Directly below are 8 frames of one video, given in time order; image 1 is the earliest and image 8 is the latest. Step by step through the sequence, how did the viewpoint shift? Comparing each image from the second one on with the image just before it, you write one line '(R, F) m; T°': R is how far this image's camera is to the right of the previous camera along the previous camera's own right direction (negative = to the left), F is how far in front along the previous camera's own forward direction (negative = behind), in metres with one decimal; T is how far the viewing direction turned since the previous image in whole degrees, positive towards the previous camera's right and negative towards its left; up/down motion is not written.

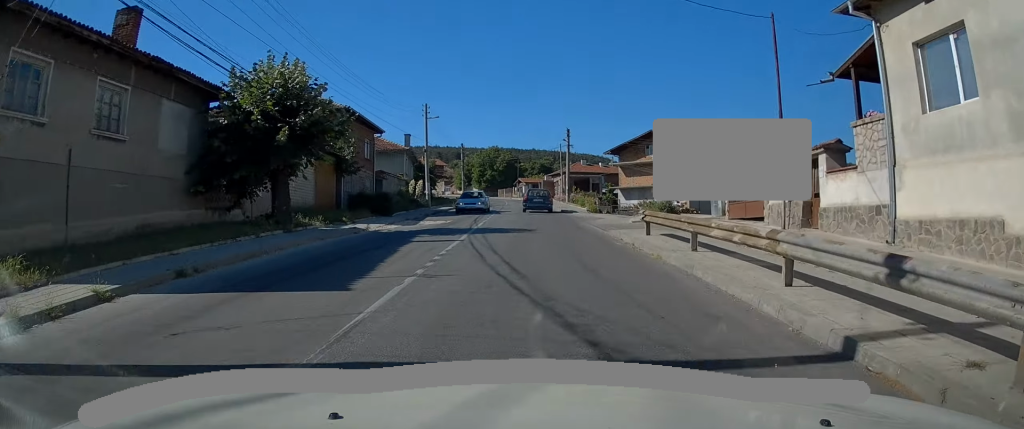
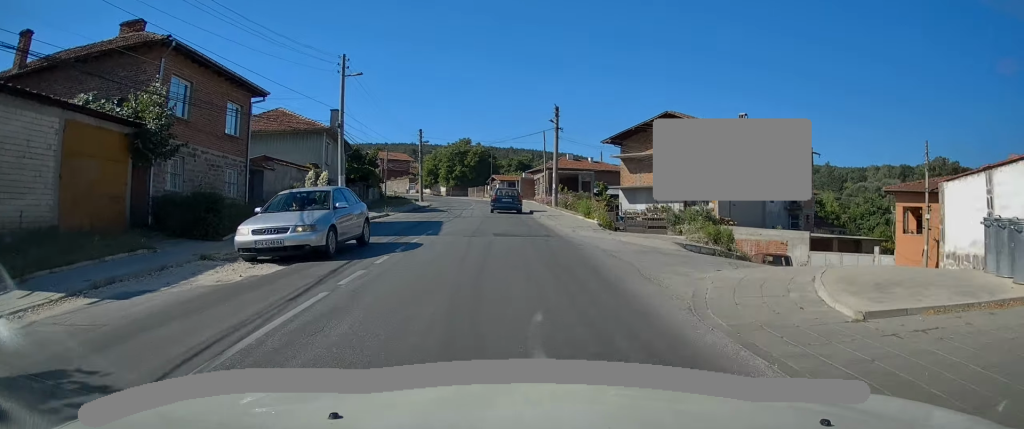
(+0.2, +17.0) m; 0°
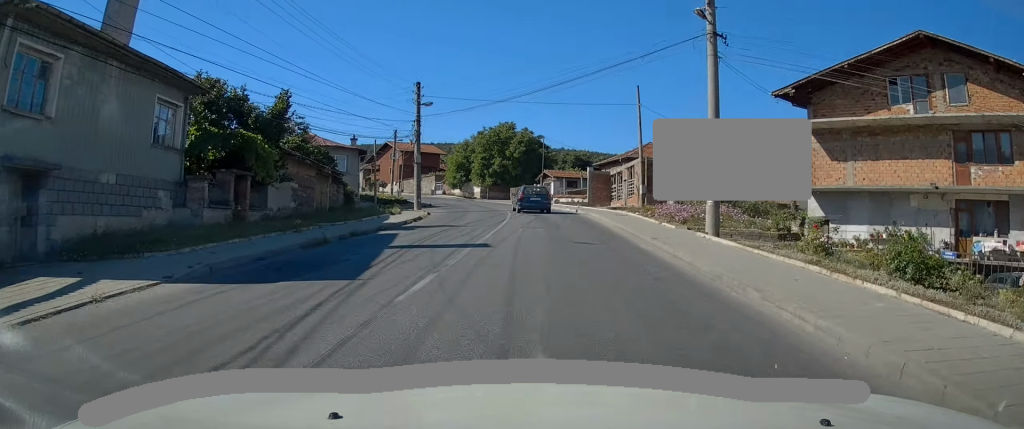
(-0.3, +28.8) m; -1°
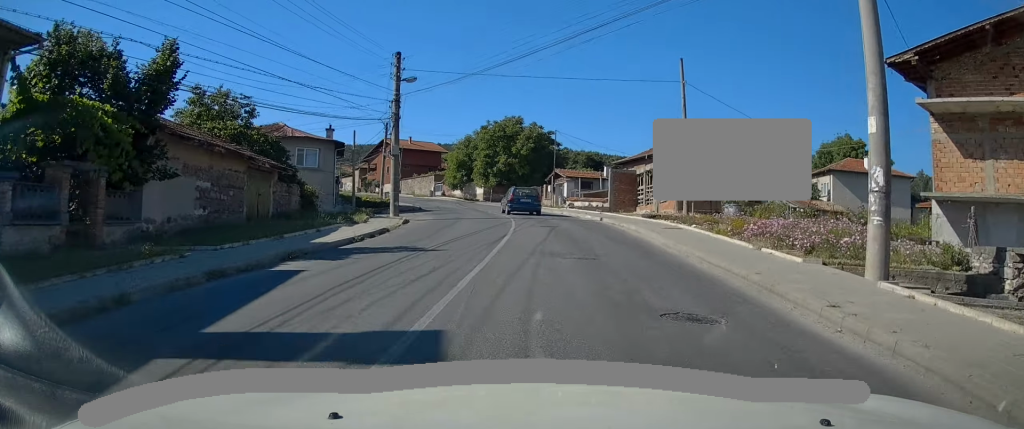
(0.0, +8.4) m; 0°
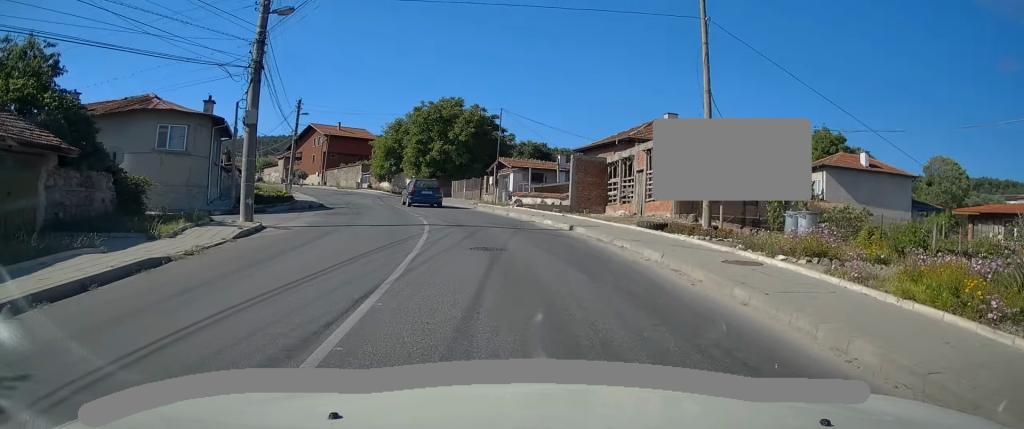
(0.0, +10.3) m; -2°
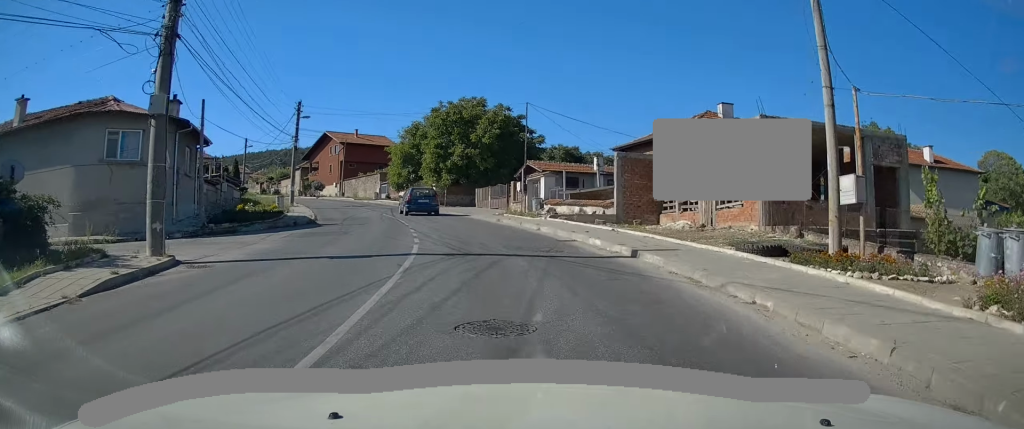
(-0.2, +6.0) m; -2°
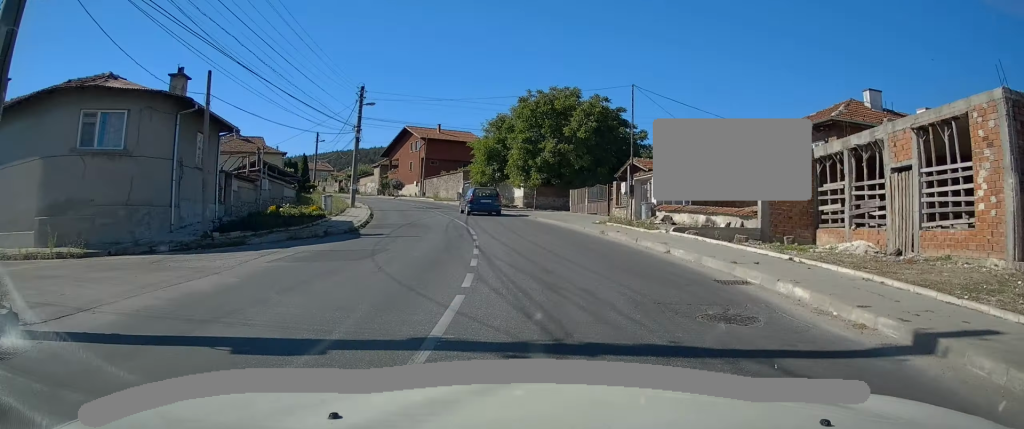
(-0.1, +6.7) m; -3°
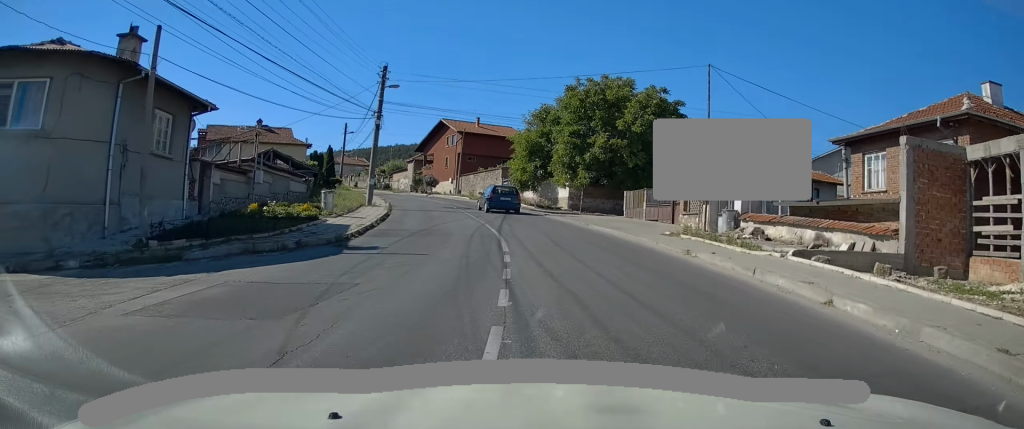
(-0.2, +5.5) m; -3°
